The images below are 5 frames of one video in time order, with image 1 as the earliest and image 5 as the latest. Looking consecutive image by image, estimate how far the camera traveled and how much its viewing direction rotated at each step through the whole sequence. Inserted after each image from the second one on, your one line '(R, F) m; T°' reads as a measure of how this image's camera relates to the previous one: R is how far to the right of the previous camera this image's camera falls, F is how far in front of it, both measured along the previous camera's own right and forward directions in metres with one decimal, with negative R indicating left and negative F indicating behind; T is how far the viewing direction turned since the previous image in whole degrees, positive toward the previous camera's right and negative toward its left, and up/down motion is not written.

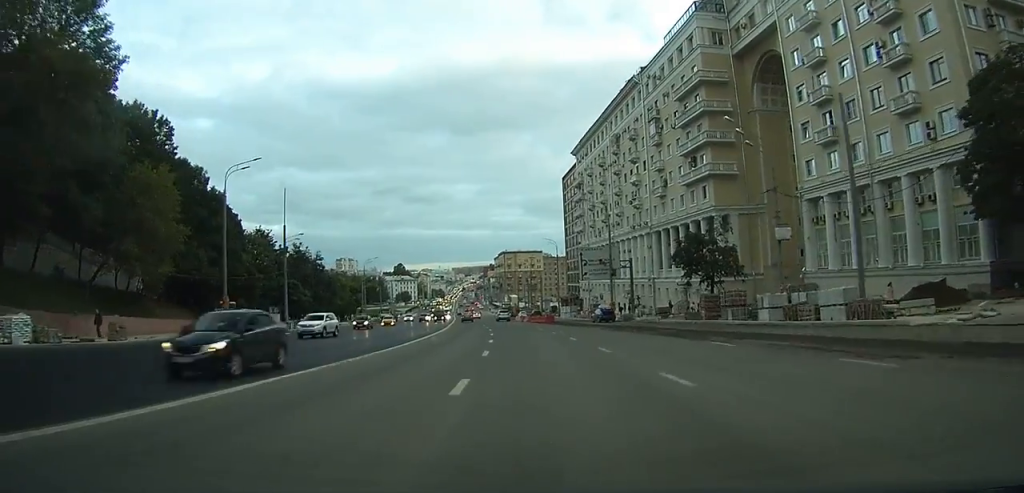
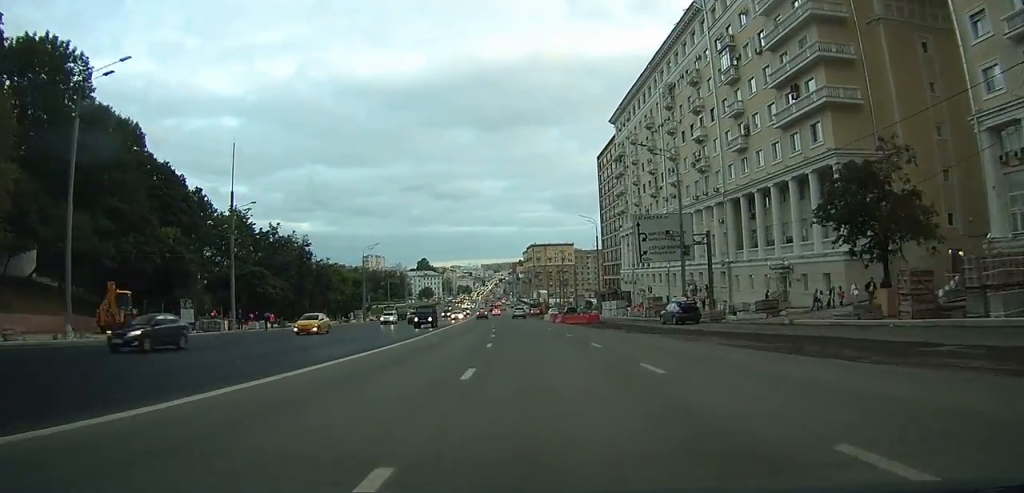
(-0.5, +22.0) m; -2°
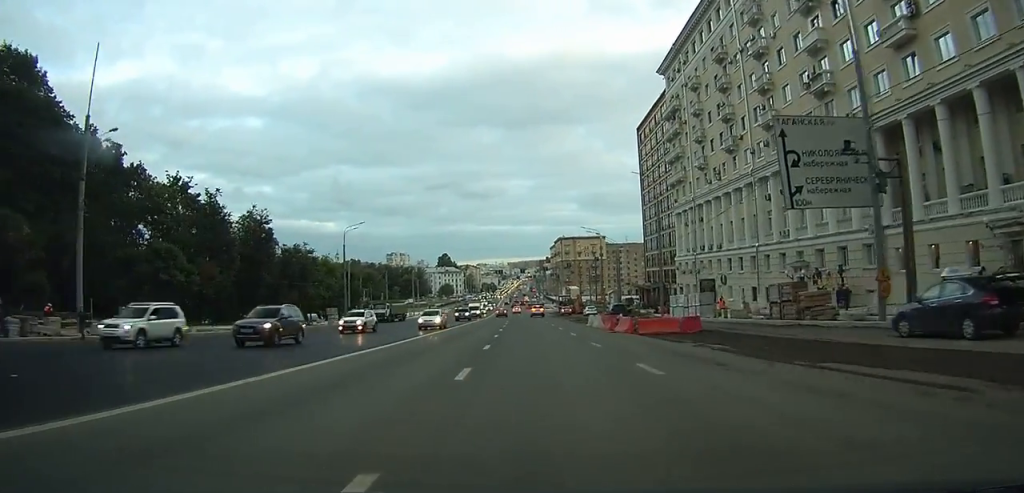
(0.0, +24.8) m; -1°
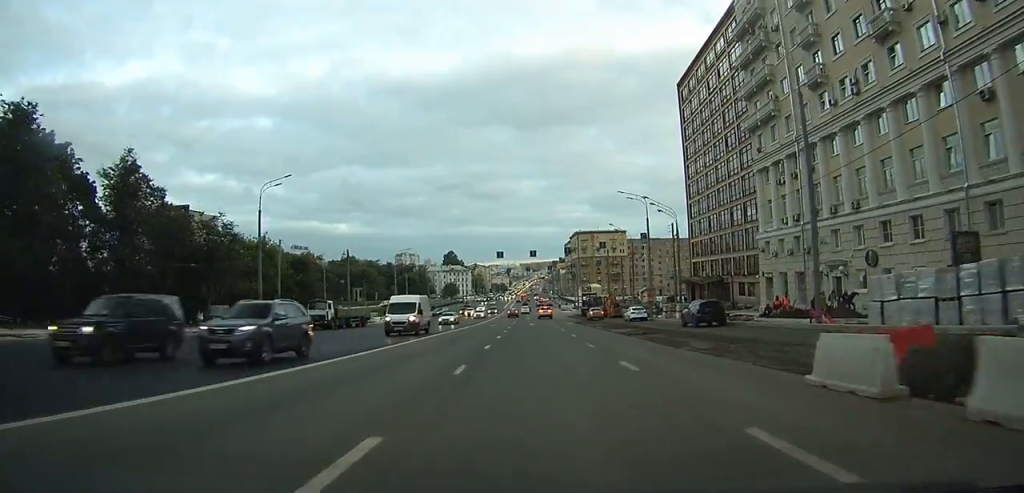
(-0.6, +30.0) m; -2°
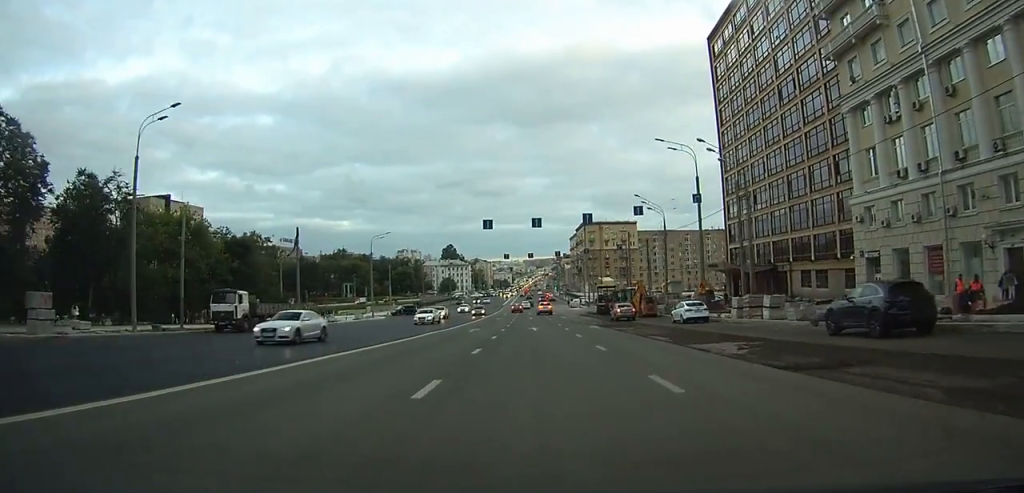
(-0.1, +19.7) m; 0°
